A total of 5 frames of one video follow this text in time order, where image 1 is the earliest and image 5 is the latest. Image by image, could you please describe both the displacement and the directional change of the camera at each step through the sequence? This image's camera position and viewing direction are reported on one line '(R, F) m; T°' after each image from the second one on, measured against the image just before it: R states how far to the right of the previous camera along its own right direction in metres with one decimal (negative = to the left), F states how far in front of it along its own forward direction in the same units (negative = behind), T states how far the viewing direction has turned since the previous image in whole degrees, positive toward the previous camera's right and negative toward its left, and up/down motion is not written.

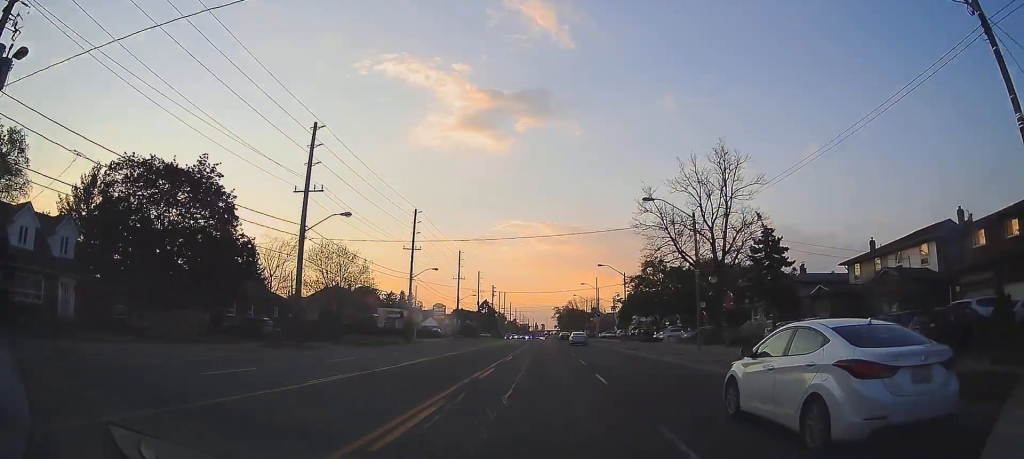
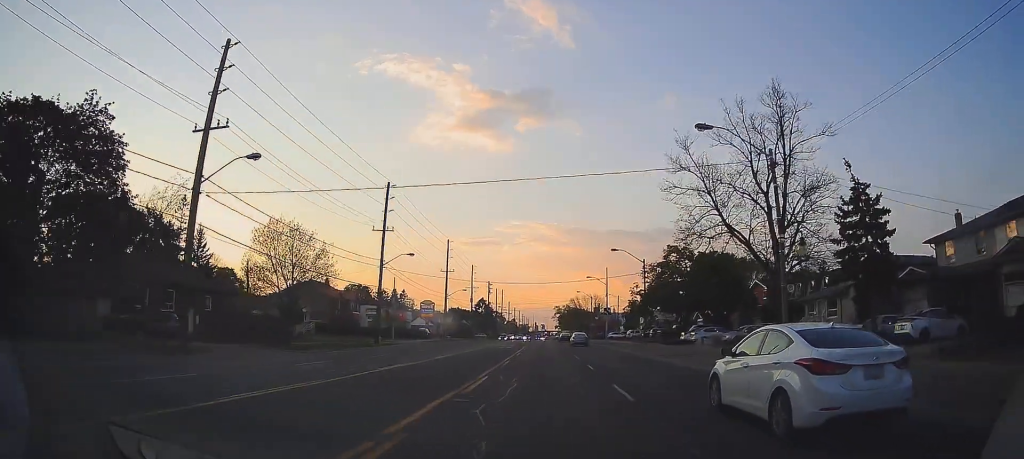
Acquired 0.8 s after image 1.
(0.0, +12.4) m; +1°
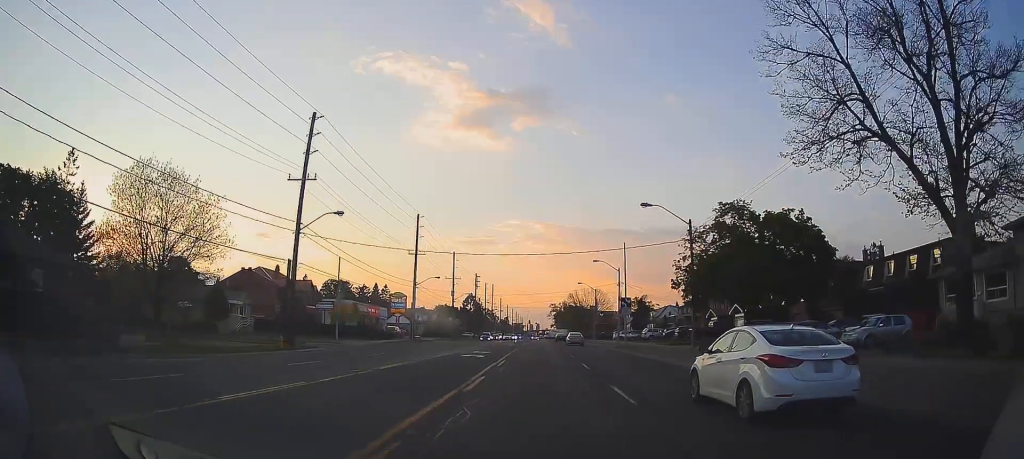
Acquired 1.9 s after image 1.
(+0.3, +18.4) m; +1°
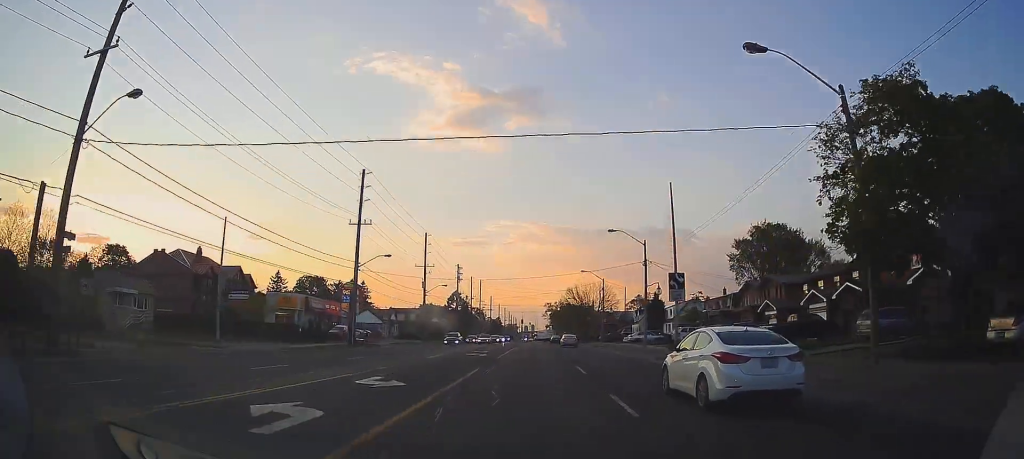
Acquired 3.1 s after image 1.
(+0.1, +20.1) m; 0°
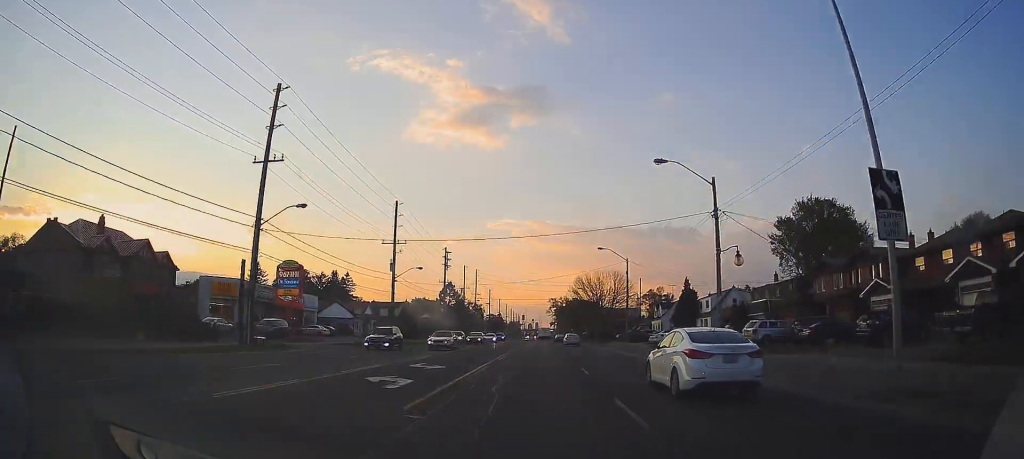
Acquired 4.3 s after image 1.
(-0.1, +18.8) m; -1°
